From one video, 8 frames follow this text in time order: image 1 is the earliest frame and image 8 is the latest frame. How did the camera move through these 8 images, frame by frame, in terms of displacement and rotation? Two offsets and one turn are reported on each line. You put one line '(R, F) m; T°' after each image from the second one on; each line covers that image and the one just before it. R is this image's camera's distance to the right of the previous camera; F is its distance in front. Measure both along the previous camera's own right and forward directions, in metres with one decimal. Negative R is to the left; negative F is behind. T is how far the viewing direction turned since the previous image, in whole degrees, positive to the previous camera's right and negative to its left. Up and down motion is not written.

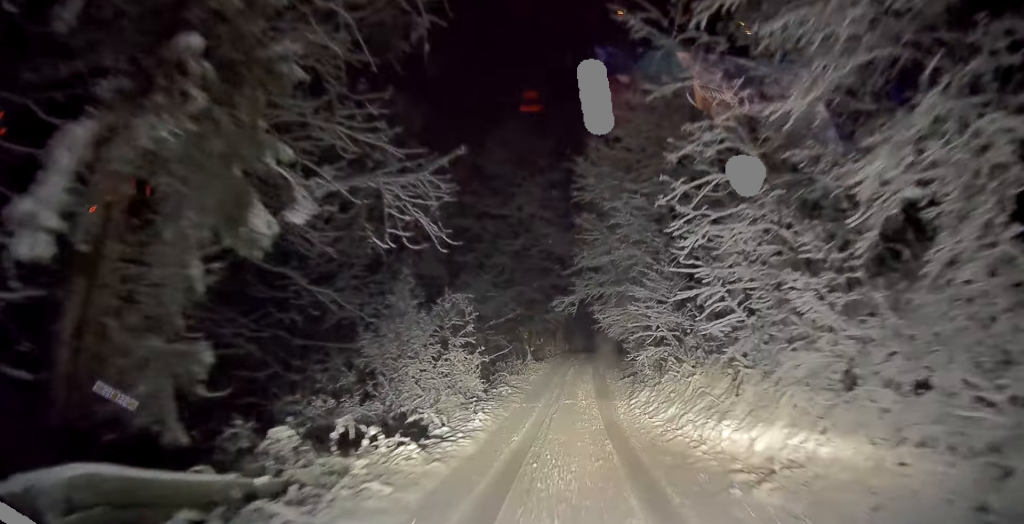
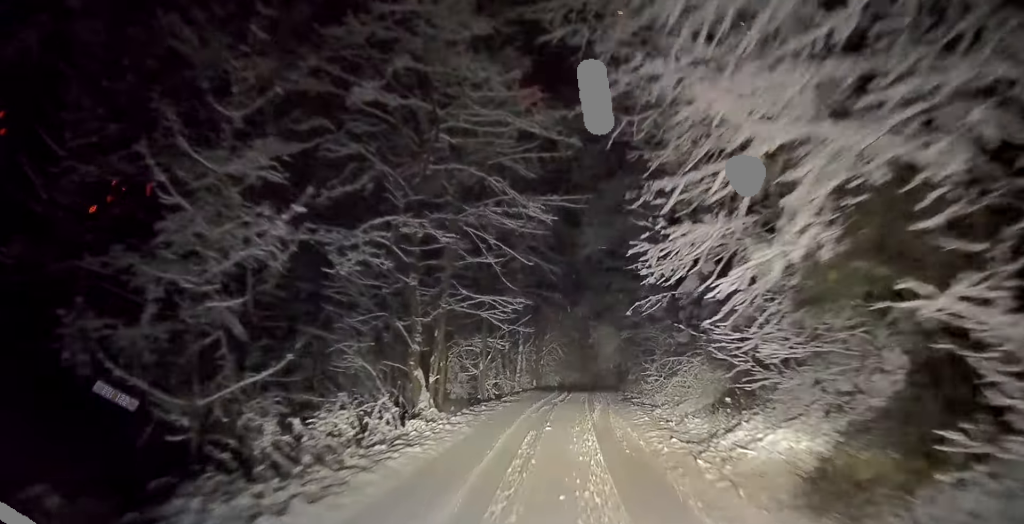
(-0.7, +18.4) m; -2°
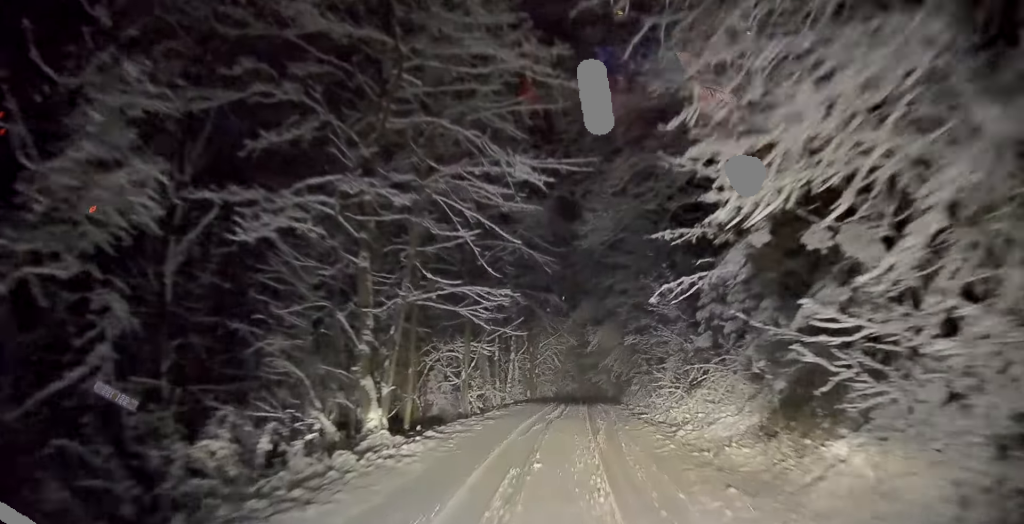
(+0.1, +3.1) m; 0°
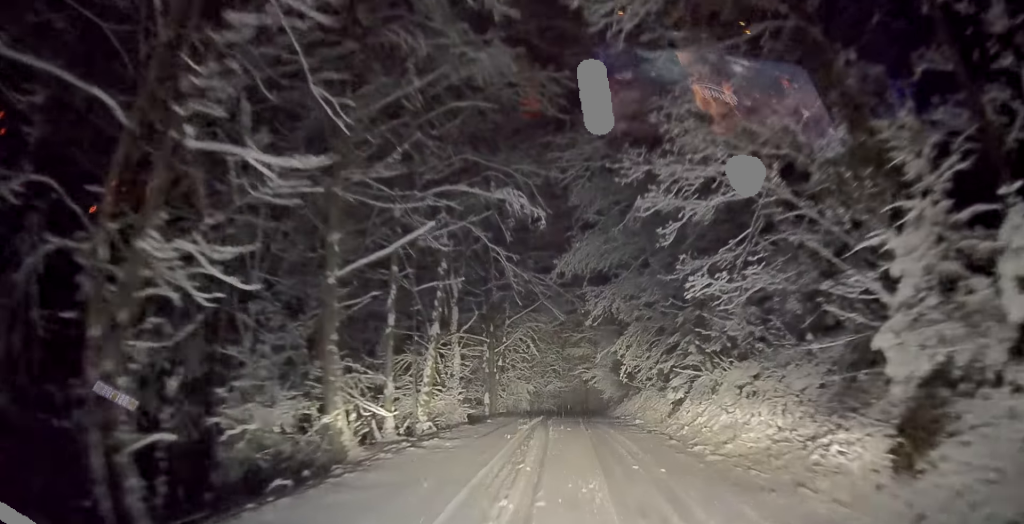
(+0.1, +13.1) m; +3°
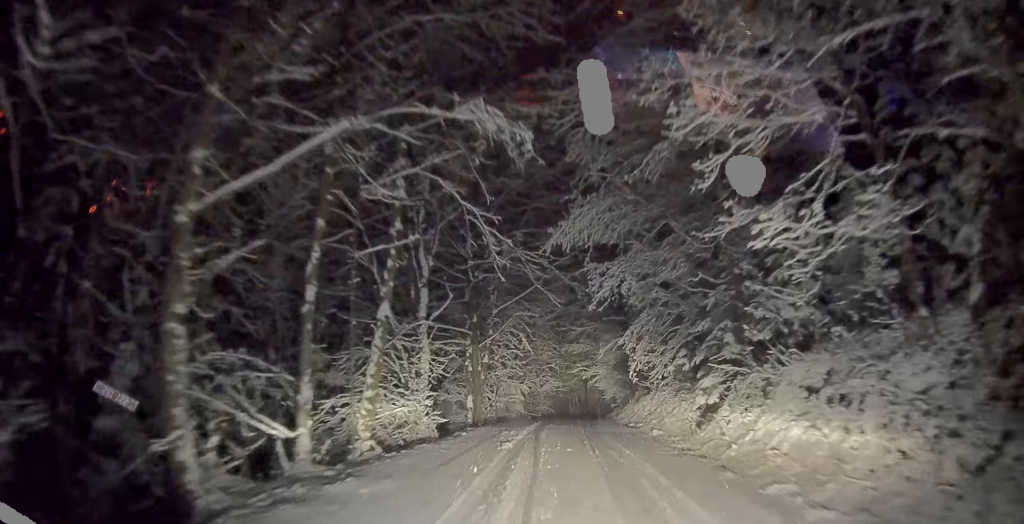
(0.0, +3.4) m; +2°
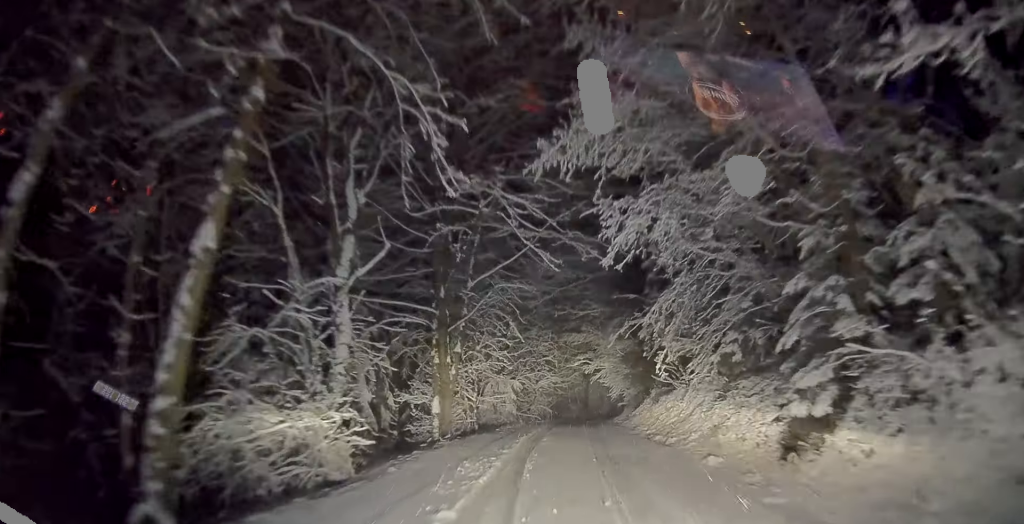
(+0.2, +4.5) m; 0°
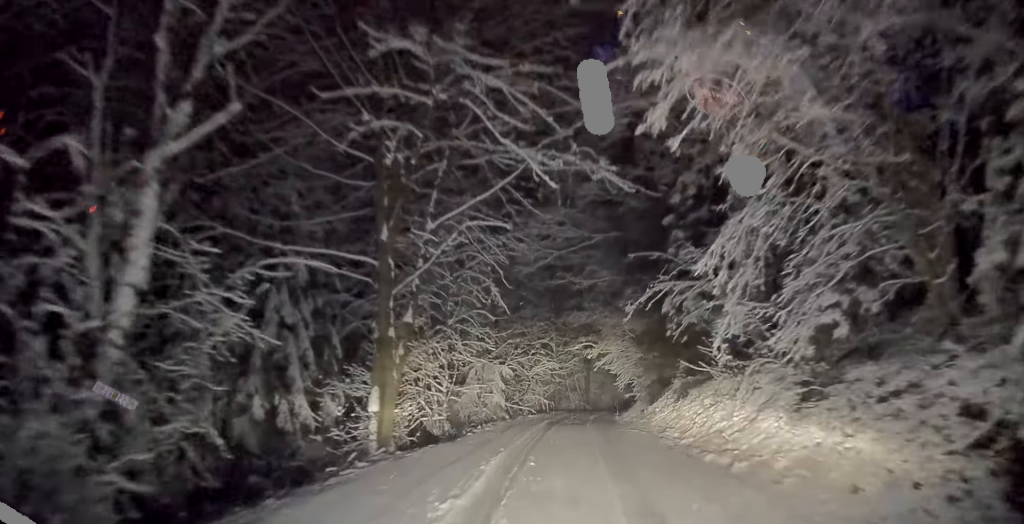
(-0.2, +4.4) m; +2°
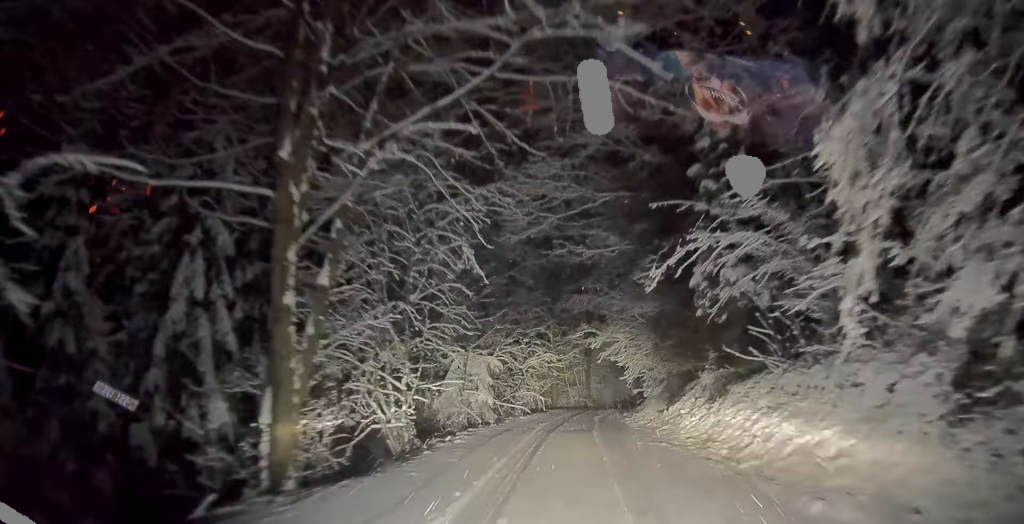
(0.0, +3.4) m; +3°
